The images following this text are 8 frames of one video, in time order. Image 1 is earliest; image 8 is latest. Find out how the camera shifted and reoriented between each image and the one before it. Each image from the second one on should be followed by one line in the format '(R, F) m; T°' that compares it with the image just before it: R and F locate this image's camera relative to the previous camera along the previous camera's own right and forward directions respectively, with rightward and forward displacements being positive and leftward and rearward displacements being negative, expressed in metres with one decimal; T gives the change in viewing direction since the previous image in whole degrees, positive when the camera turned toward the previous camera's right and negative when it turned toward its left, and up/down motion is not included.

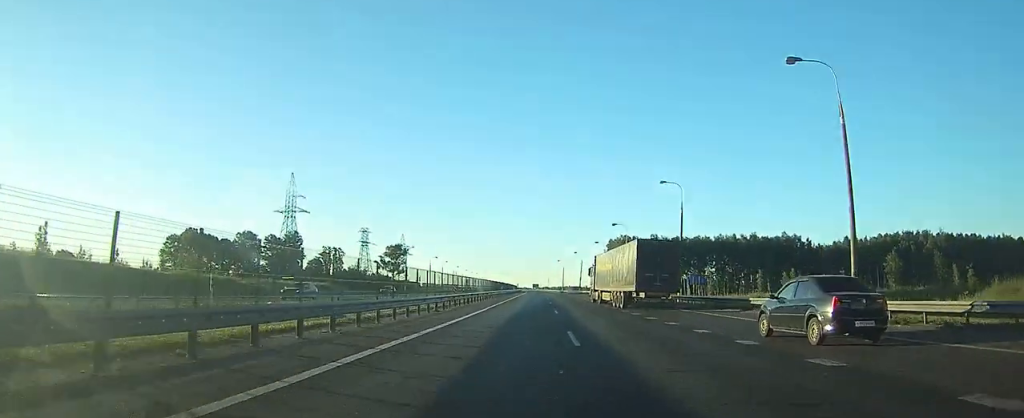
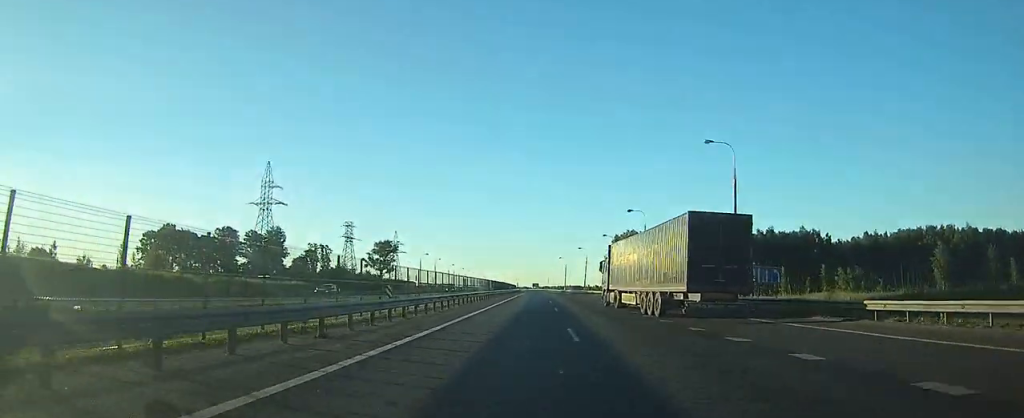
(0.0, +14.8) m; 0°
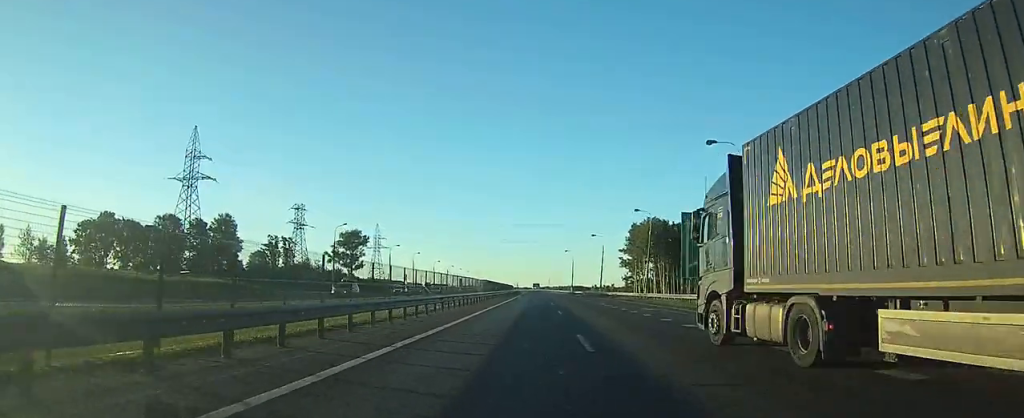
(-0.1, +34.2) m; 0°
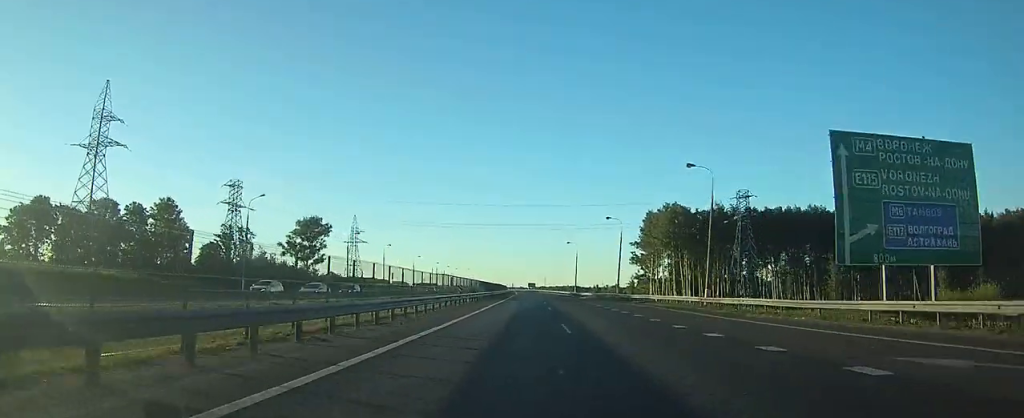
(0.0, +26.7) m; 0°
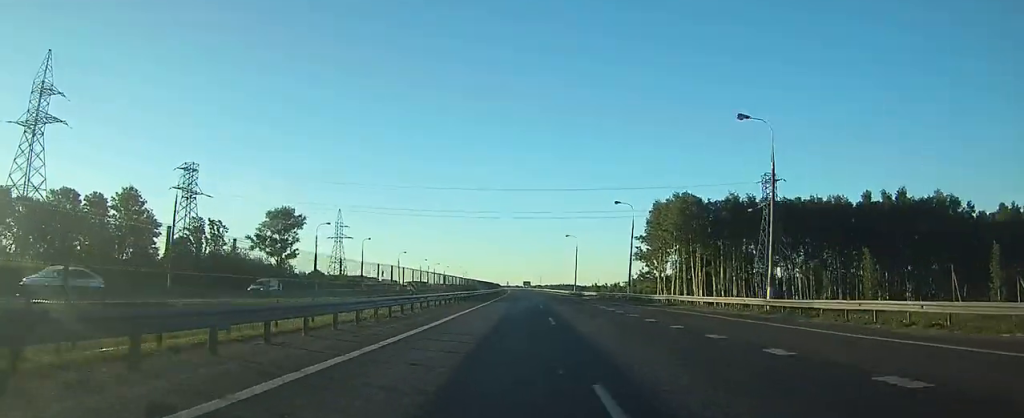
(0.0, +12.9) m; 0°
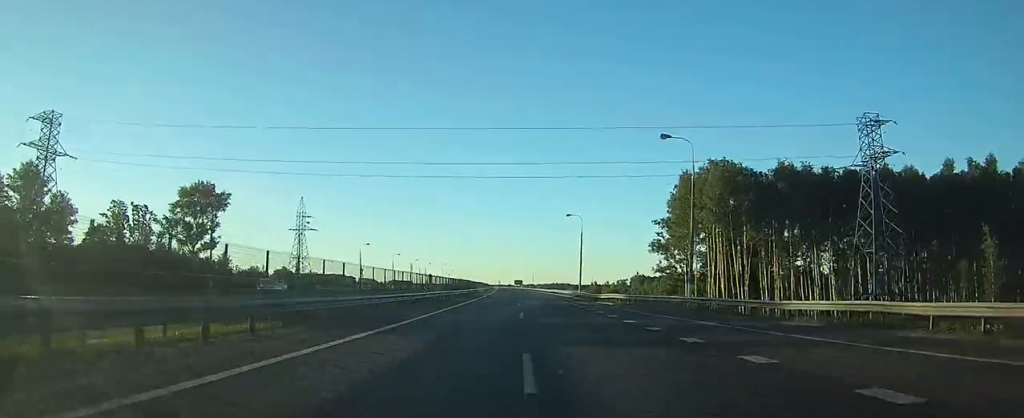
(+0.1, +28.5) m; 0°
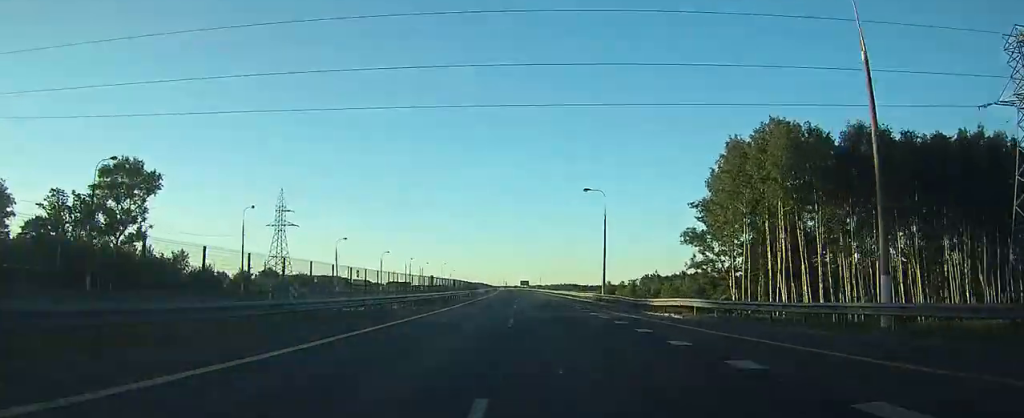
(0.0, +20.3) m; 0°
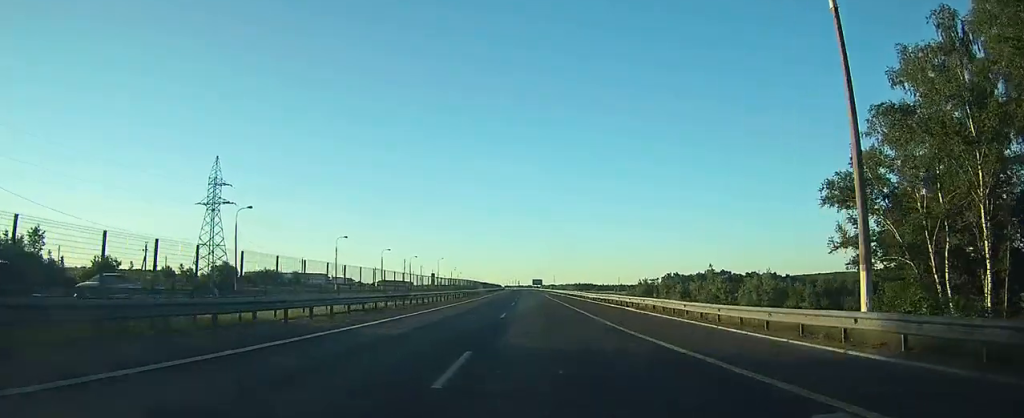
(-0.3, +43.5) m; -1°
